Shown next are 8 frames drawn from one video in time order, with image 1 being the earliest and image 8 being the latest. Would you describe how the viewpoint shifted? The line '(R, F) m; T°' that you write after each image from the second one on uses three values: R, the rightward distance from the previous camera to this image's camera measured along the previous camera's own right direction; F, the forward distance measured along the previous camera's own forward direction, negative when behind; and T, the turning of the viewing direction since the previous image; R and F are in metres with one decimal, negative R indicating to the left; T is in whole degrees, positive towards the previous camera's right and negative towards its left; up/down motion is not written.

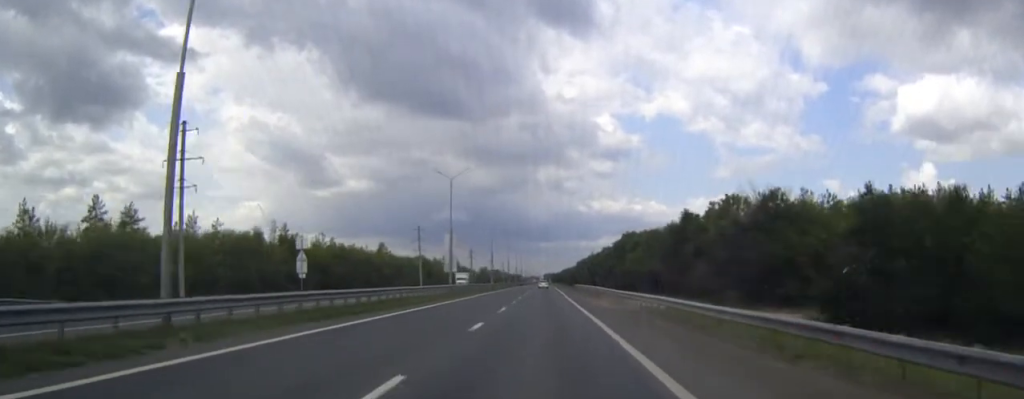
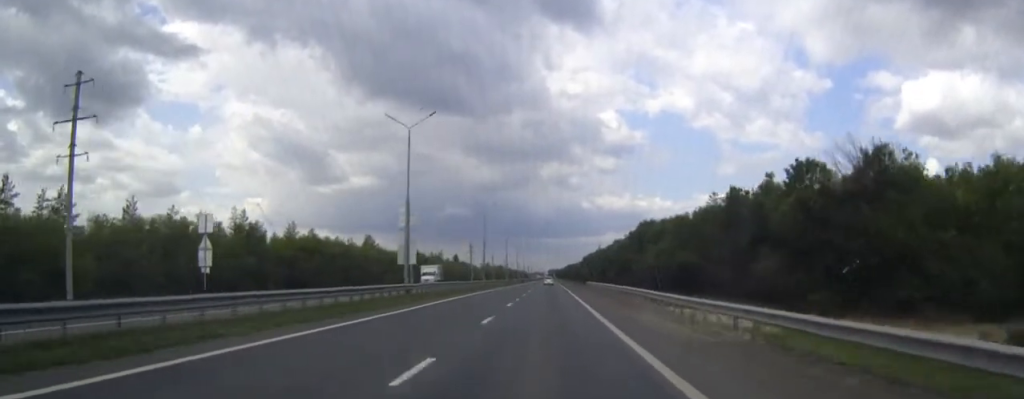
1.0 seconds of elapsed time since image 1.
(0.0, +22.1) m; 0°
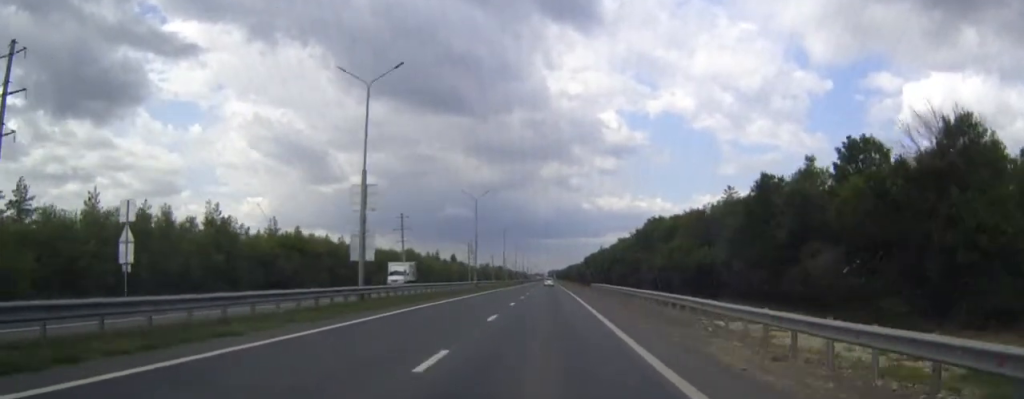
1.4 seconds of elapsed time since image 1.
(0.0, +10.7) m; 0°
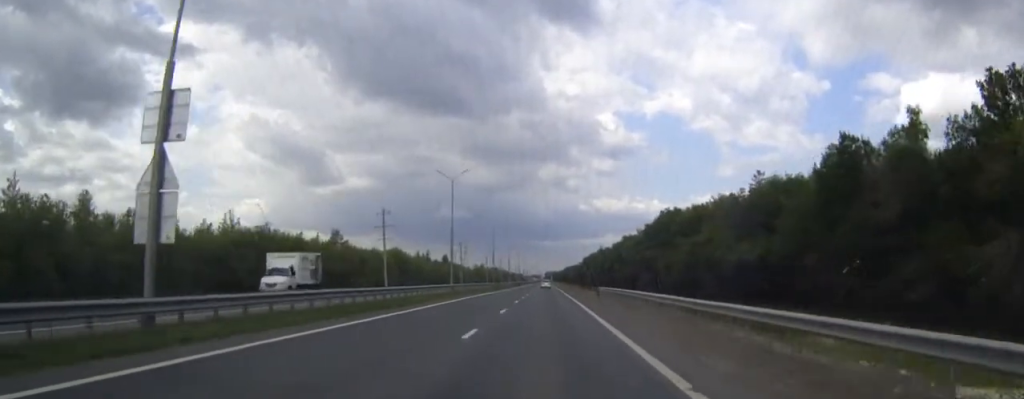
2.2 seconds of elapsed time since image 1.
(0.0, +18.3) m; 0°
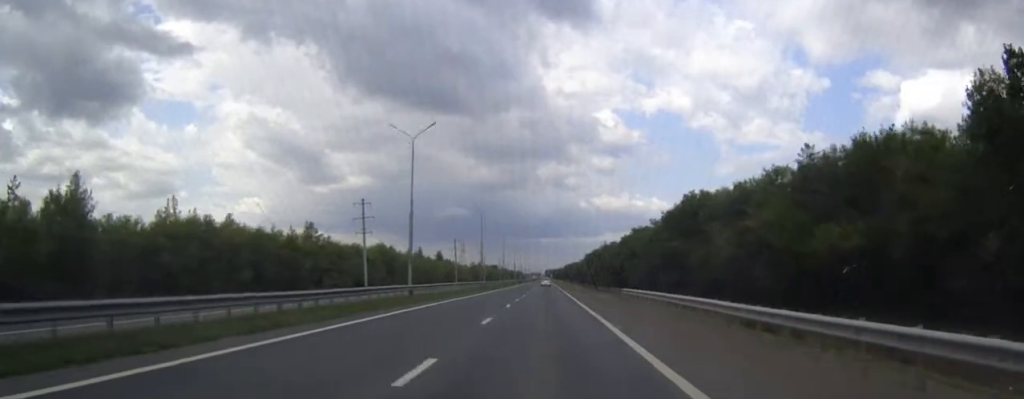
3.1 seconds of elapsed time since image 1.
(0.0, +19.2) m; 0°
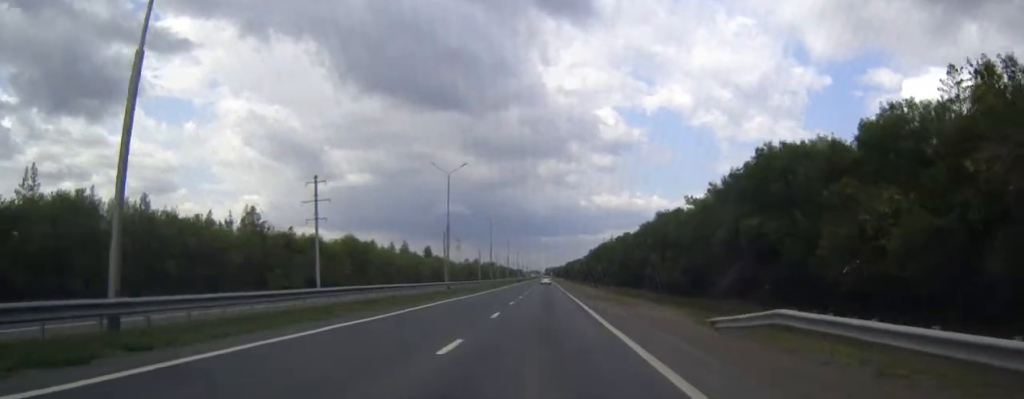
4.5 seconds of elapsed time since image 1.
(0.0, +32.4) m; 0°
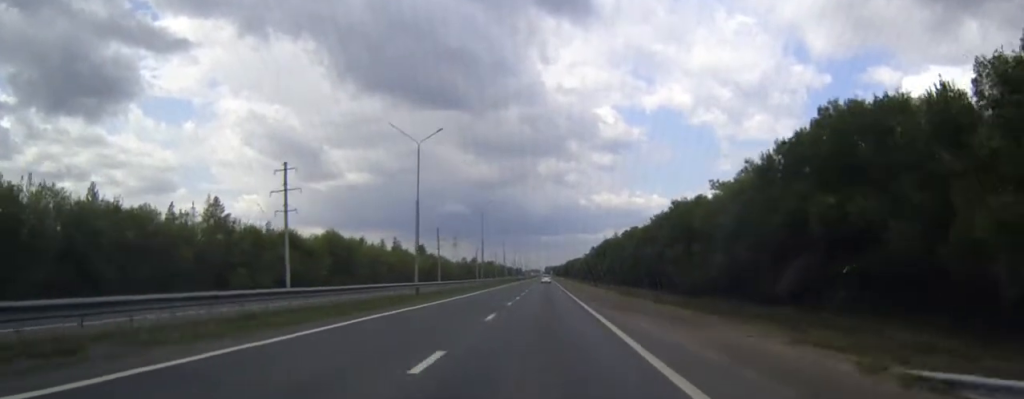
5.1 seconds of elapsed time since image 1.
(+0.1, +14.7) m; 0°
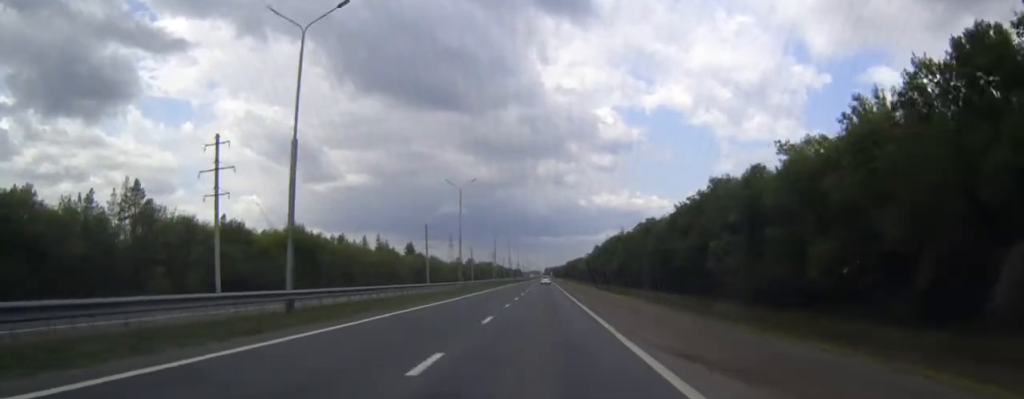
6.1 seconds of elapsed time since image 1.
(-0.1, +24.0) m; 0°
